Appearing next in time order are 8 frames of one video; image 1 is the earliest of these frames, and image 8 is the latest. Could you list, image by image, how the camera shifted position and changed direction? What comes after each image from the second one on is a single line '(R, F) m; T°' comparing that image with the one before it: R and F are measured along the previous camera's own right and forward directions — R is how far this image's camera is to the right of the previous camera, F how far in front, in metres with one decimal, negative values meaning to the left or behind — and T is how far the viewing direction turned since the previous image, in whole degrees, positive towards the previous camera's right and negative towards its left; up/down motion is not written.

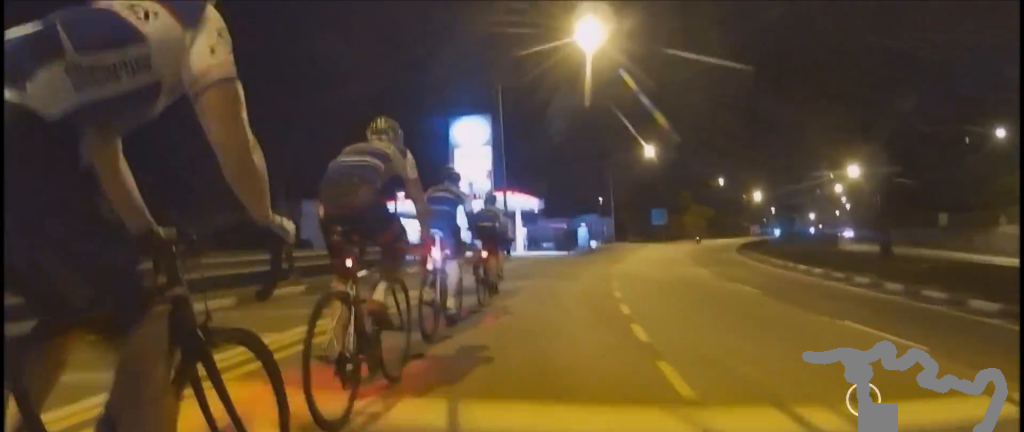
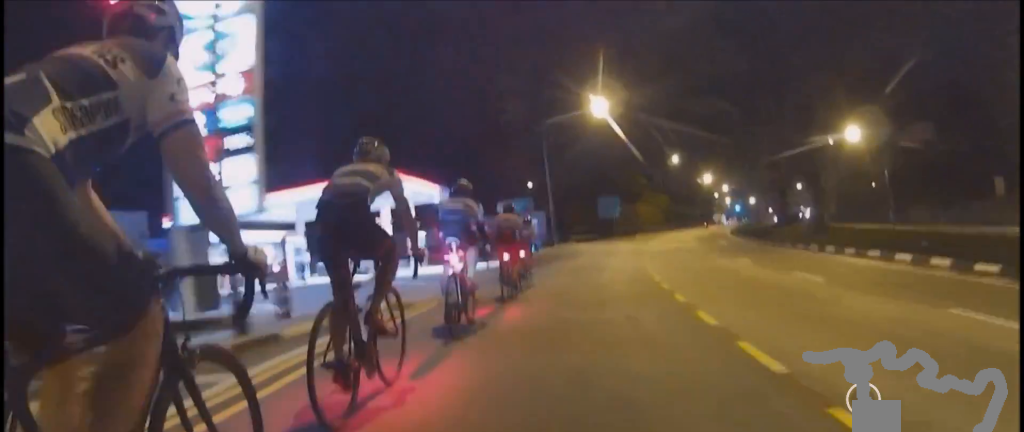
(-0.5, +20.8) m; -1°
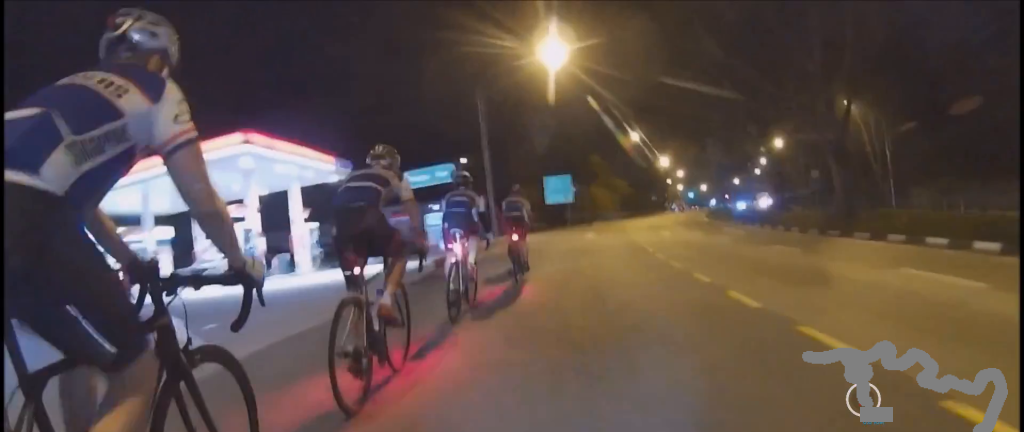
(+0.4, +11.3) m; +9°
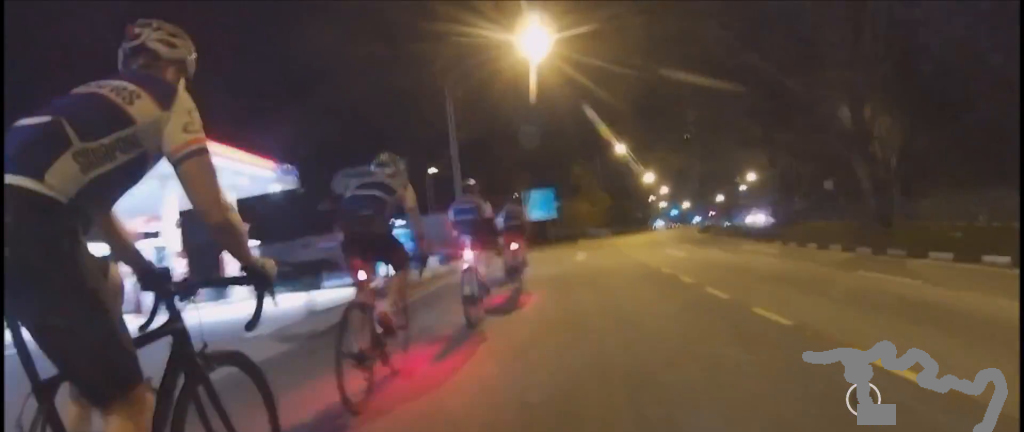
(+0.2, +4.9) m; +2°
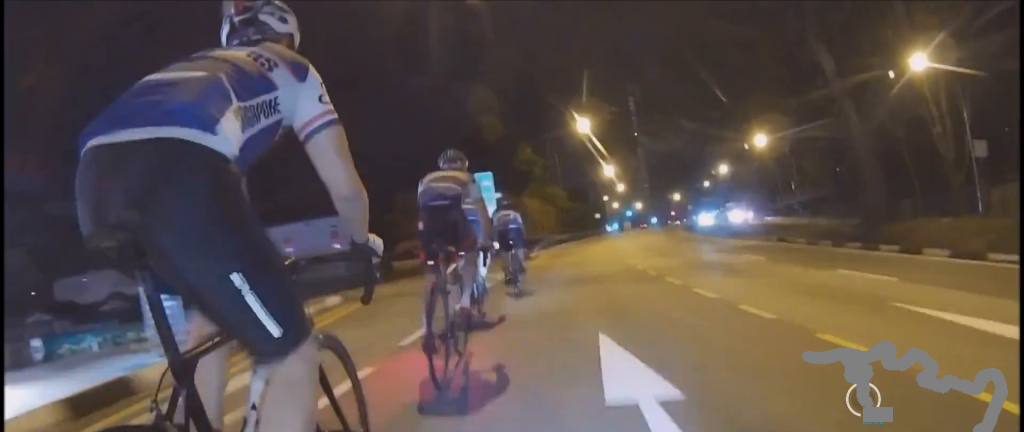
(-0.6, +17.4) m; -1°
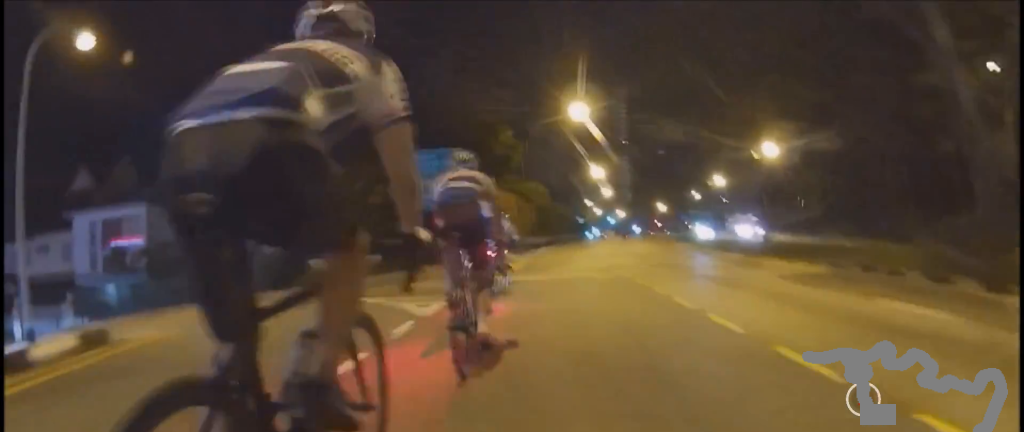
(+1.0, +7.8) m; +7°
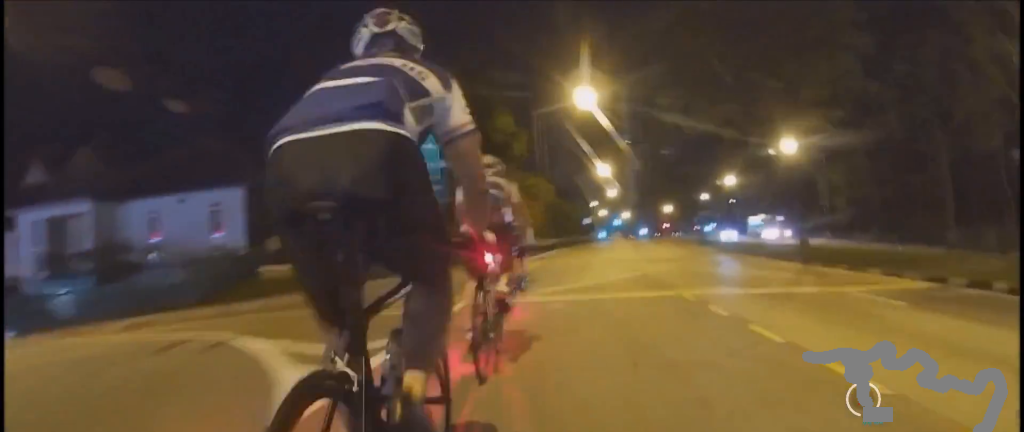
(+0.1, +4.4) m; +1°
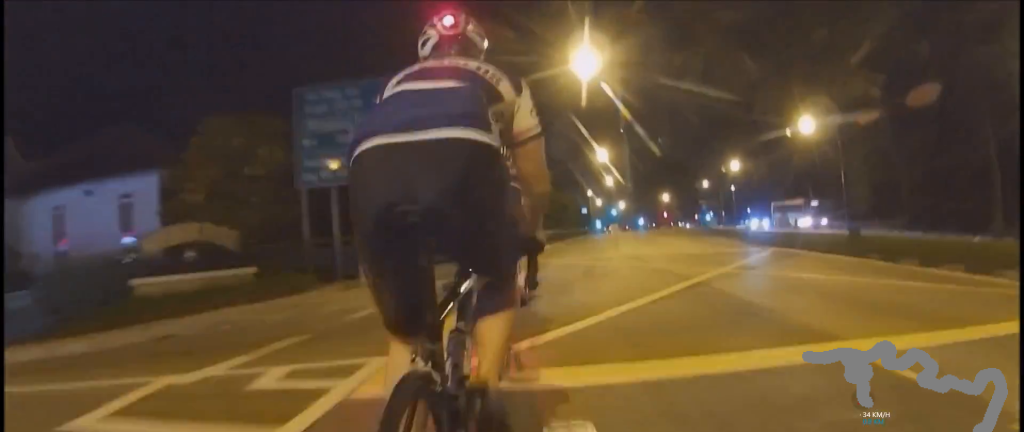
(0.0, +5.7) m; 0°
